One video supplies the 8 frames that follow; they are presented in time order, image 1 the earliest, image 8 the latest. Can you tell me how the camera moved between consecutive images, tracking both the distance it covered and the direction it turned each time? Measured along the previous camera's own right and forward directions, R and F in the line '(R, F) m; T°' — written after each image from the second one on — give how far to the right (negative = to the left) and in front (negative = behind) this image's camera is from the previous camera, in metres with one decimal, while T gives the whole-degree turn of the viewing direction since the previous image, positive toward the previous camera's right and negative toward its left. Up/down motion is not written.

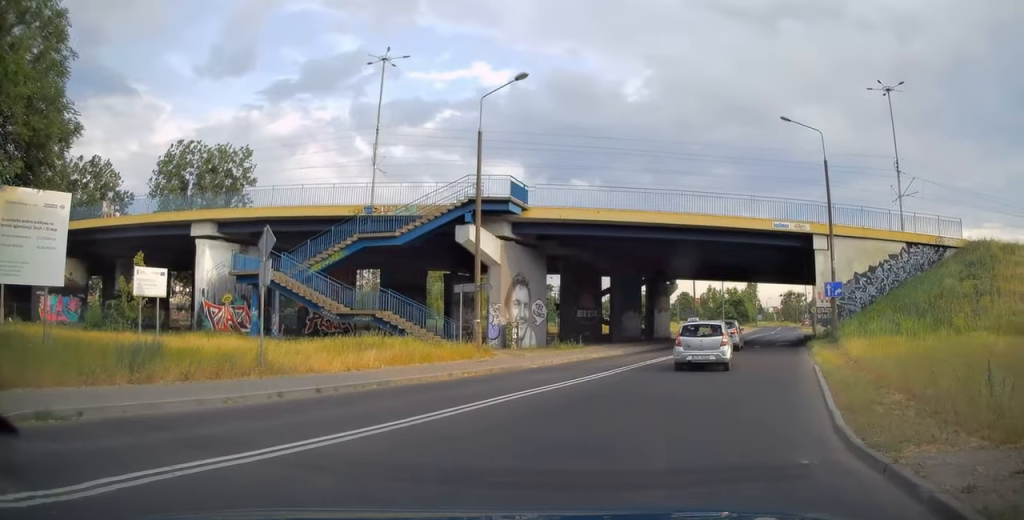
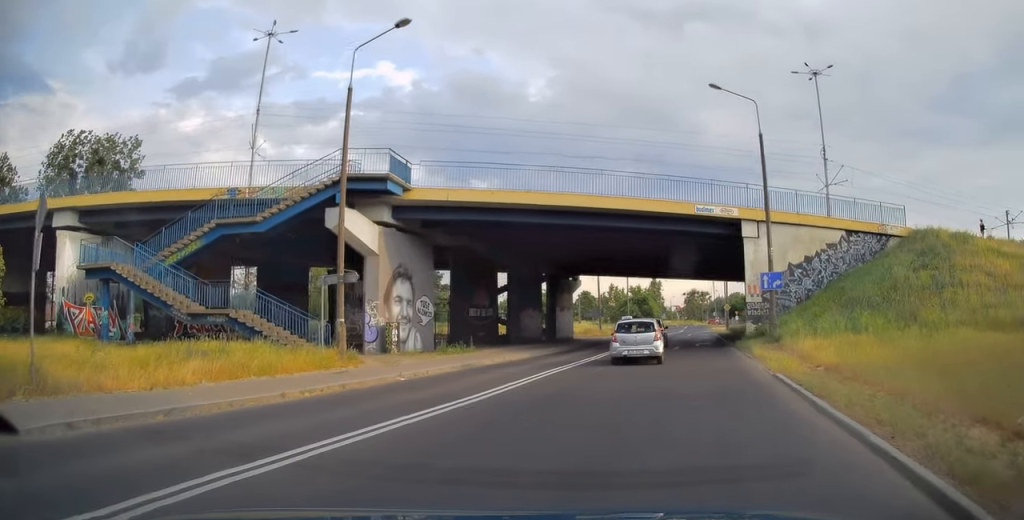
(+0.4, +4.7) m; +9°
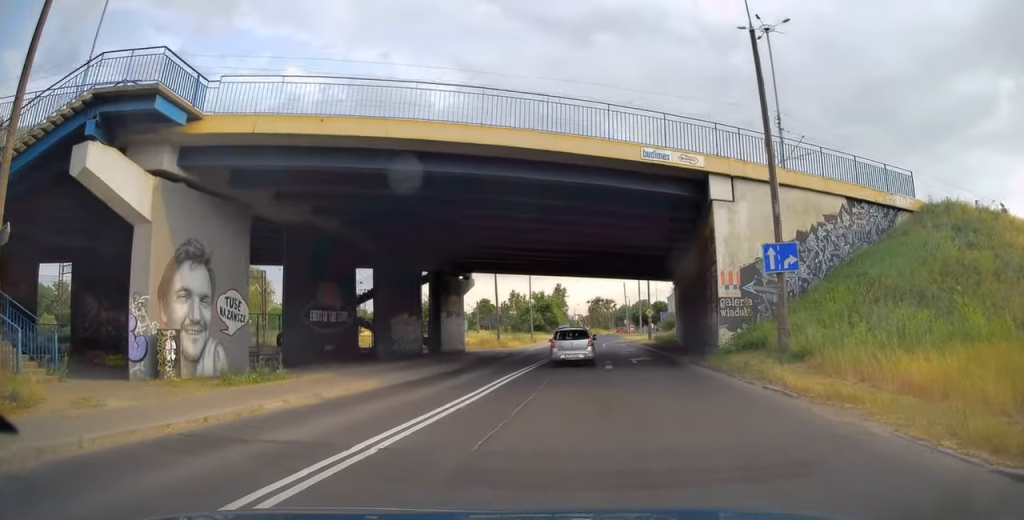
(+1.5, +10.5) m; +13°
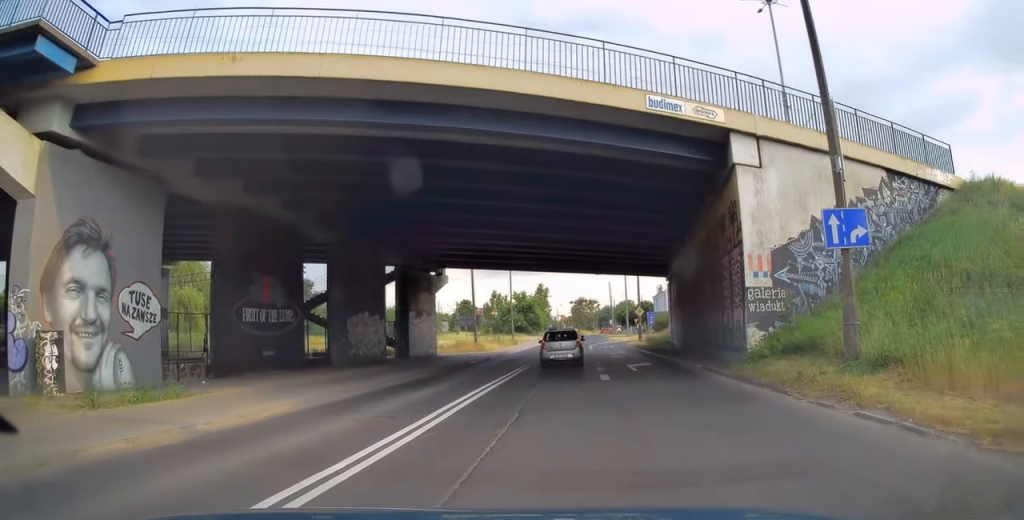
(+0.2, +4.3) m; +3°
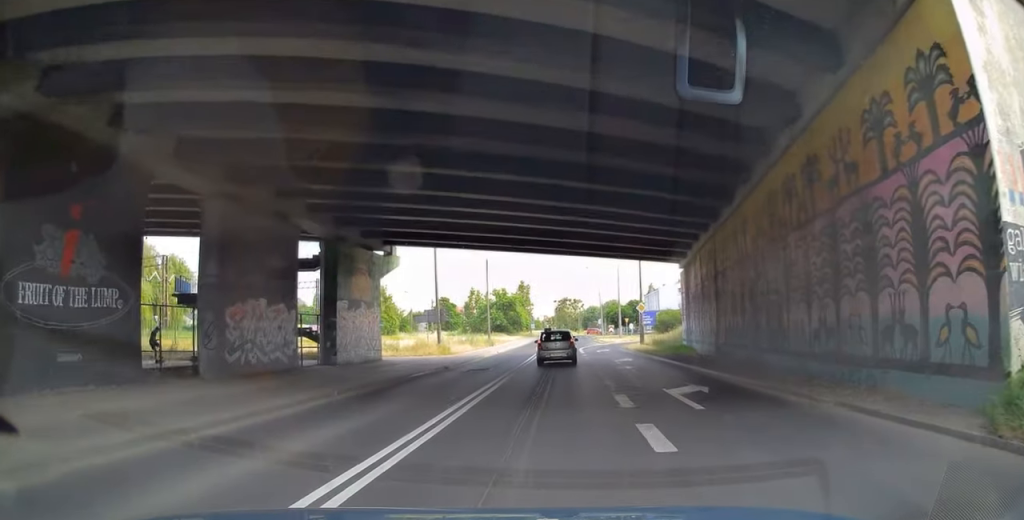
(+0.1, +9.8) m; 0°
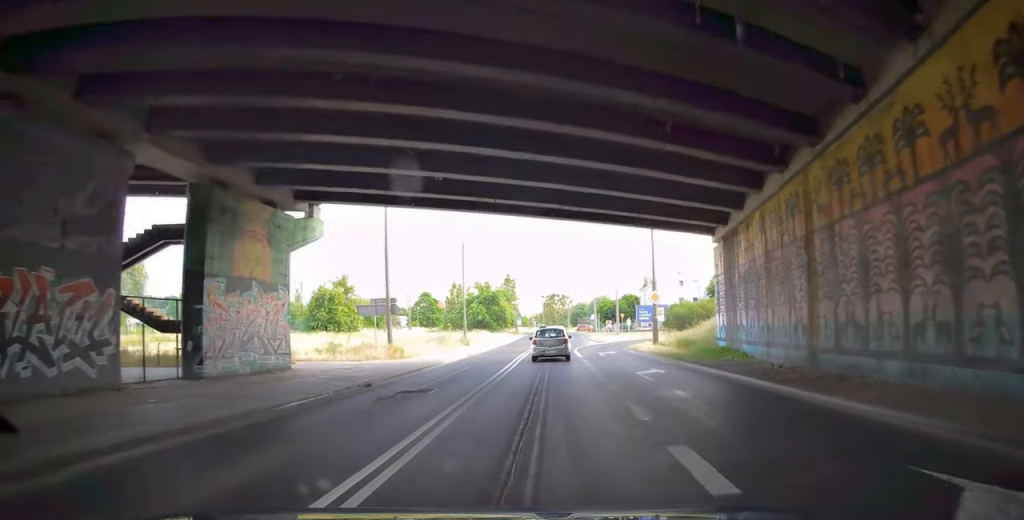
(-0.1, +9.6) m; 0°
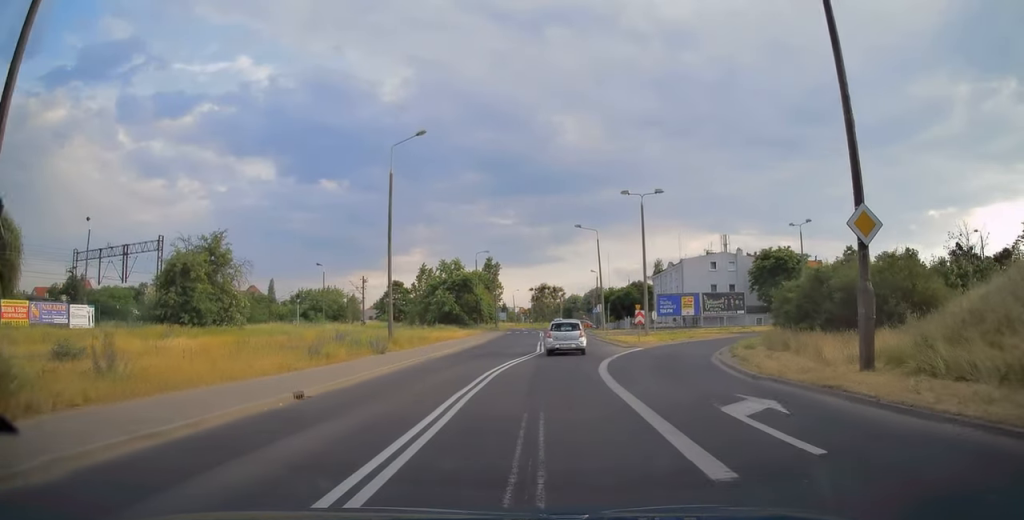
(+0.8, +22.5) m; +4°
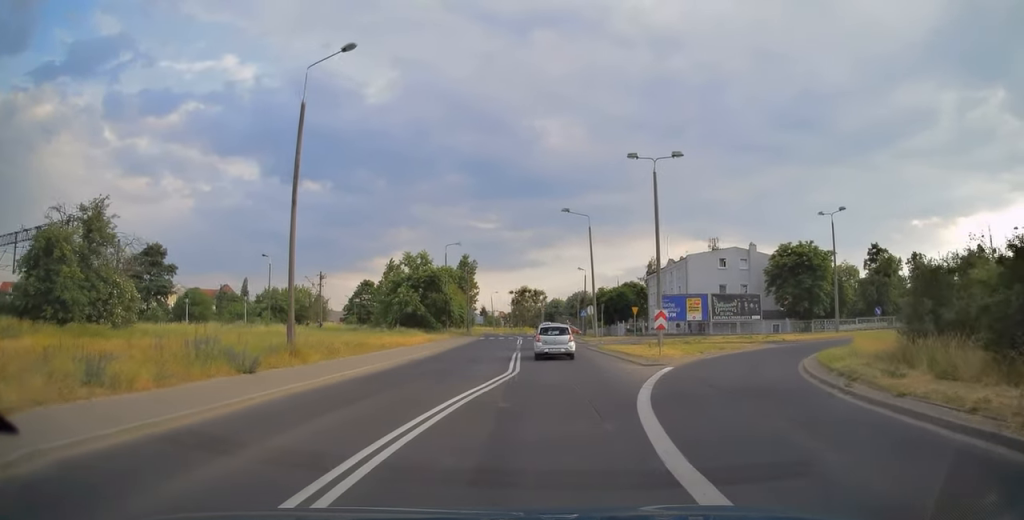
(+0.1, +11.0) m; +1°
